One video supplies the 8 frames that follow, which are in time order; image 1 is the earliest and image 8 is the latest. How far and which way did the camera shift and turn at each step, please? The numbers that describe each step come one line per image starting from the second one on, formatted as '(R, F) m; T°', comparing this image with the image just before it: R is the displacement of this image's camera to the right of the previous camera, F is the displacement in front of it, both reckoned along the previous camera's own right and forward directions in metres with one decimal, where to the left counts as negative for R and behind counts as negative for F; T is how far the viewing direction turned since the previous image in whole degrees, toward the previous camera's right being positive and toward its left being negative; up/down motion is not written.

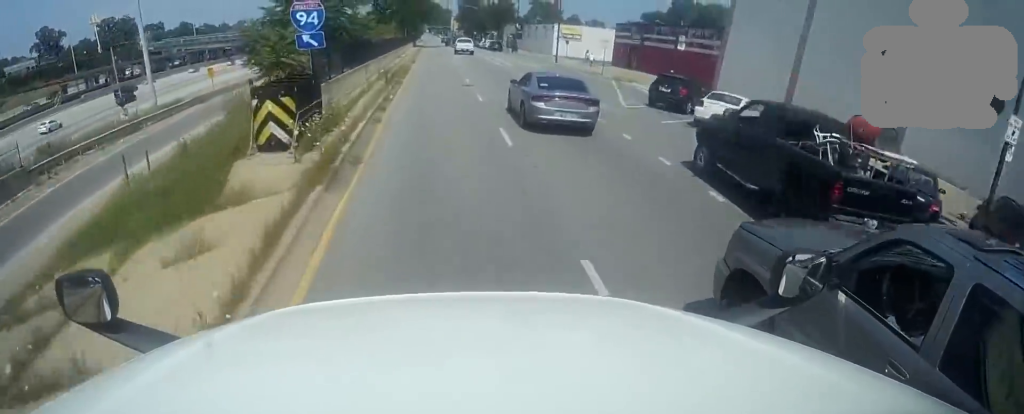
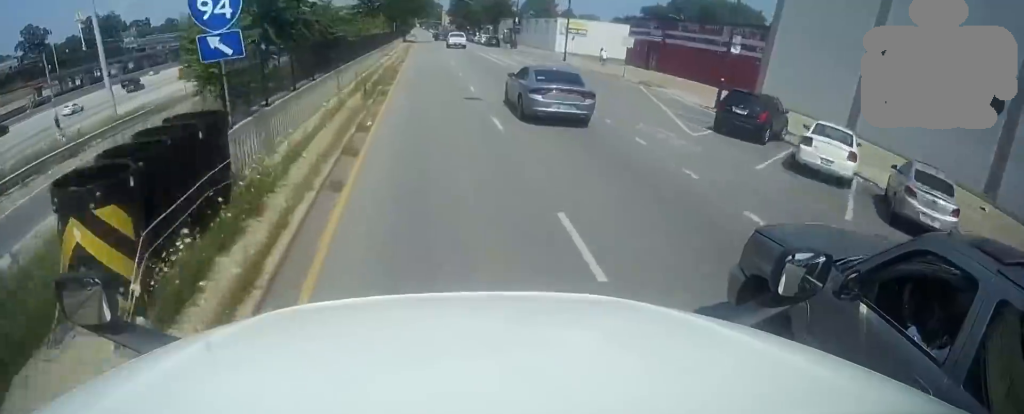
(0.0, +8.0) m; +1°
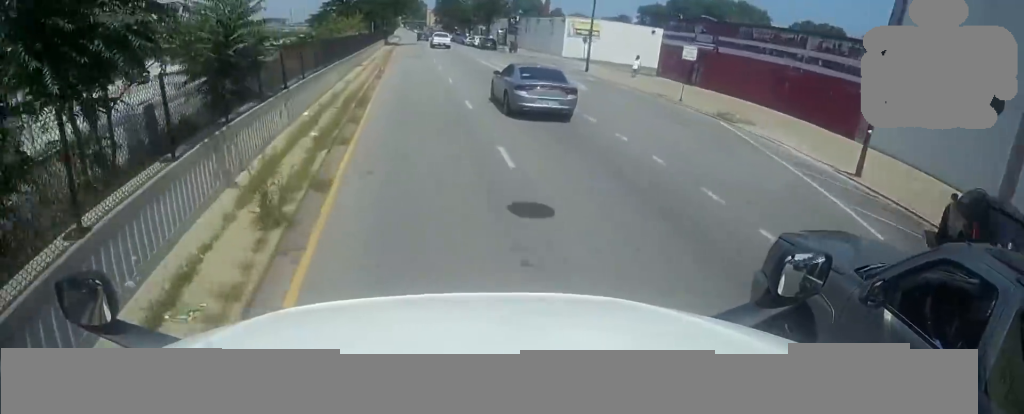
(+0.2, +14.0) m; +1°
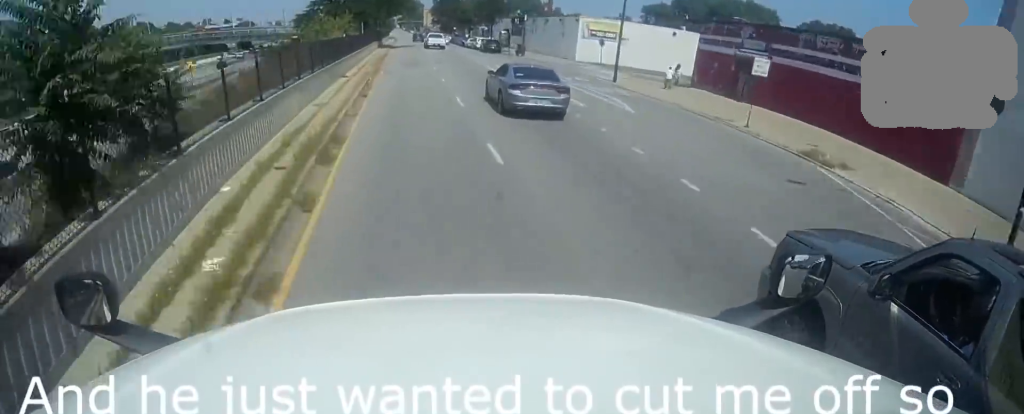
(+0.1, +8.8) m; 0°
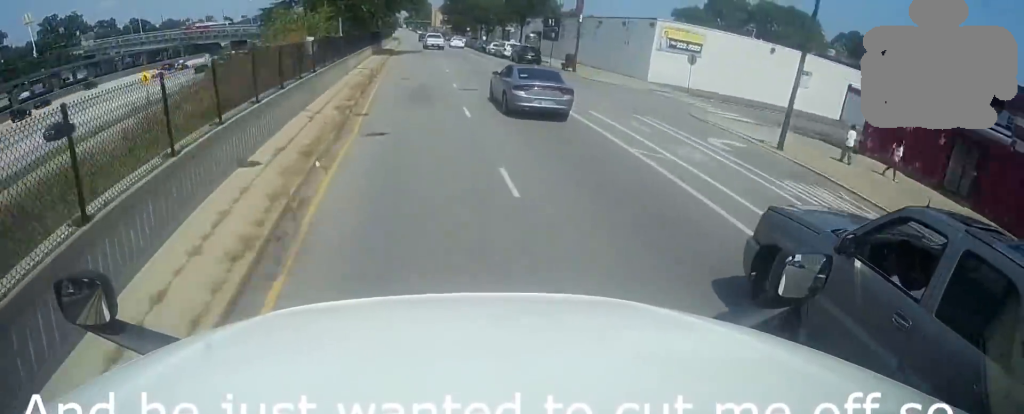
(+0.1, +24.8) m; 0°
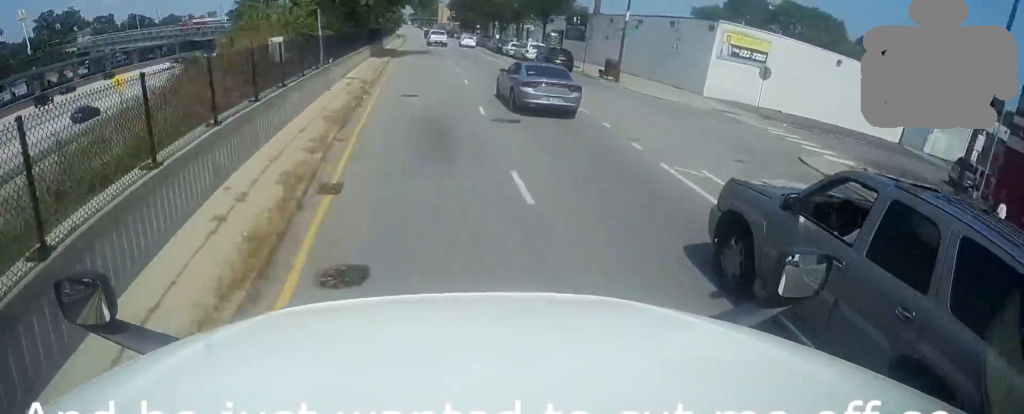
(0.0, +12.9) m; 0°
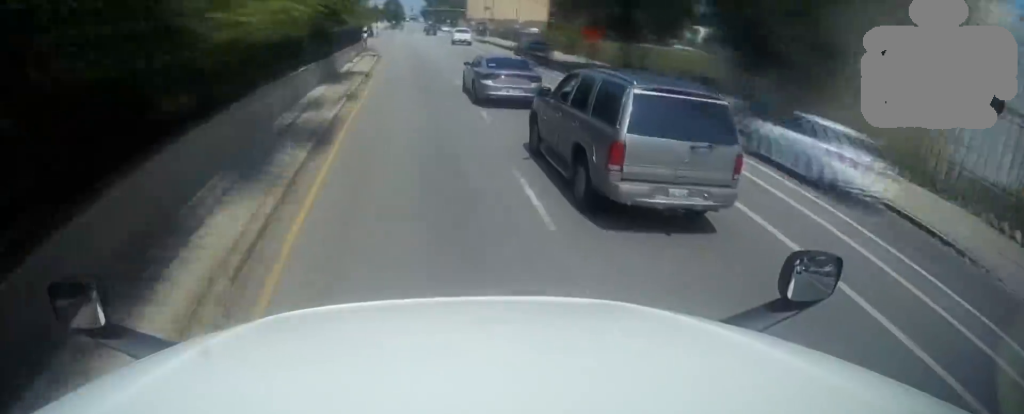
(0.0, +61.3) m; 0°
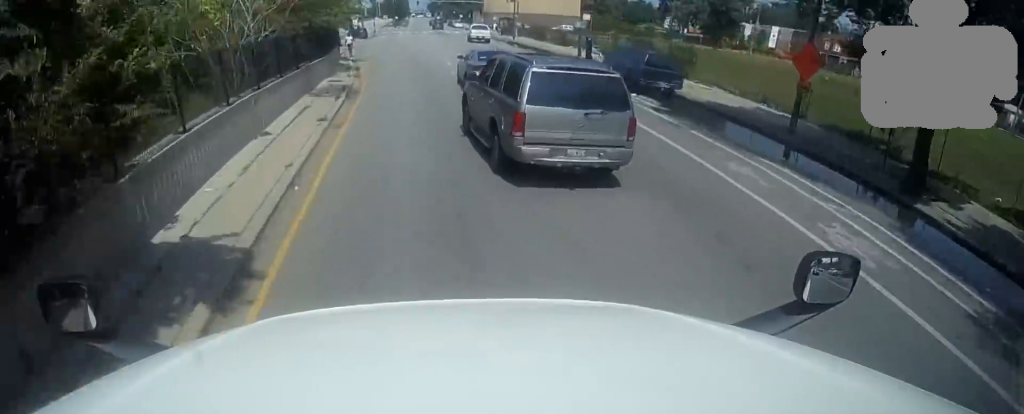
(-0.2, +21.3) m; -1°
